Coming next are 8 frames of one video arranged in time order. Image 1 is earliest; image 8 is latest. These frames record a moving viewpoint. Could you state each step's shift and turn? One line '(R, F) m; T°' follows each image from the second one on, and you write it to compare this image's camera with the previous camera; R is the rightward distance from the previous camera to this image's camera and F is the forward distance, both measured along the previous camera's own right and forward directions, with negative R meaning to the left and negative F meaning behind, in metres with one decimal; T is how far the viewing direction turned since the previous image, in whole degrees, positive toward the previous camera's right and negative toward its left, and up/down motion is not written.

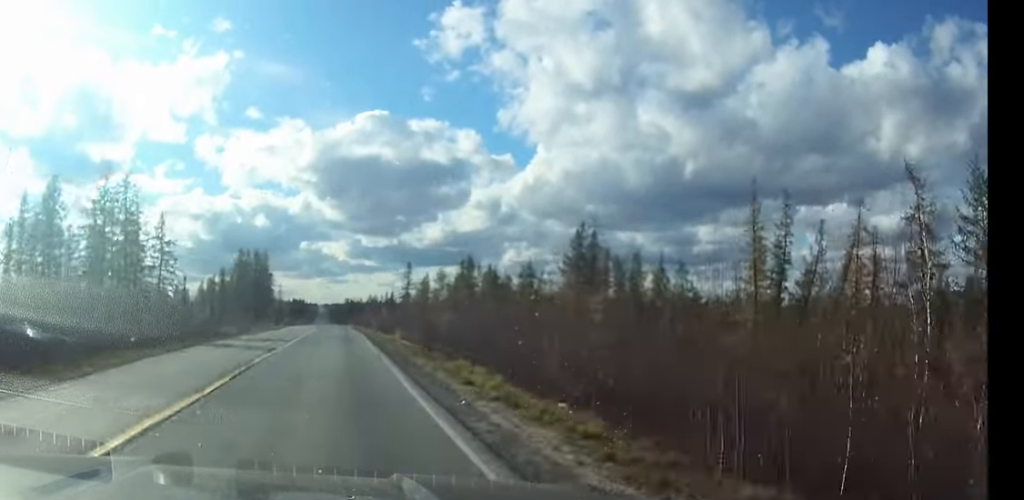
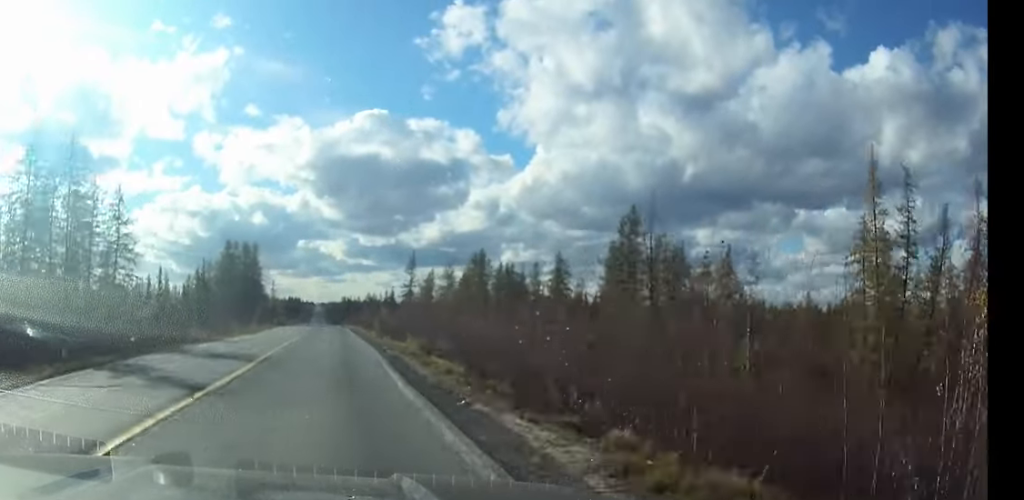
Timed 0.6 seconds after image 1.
(0.0, +12.1) m; 0°
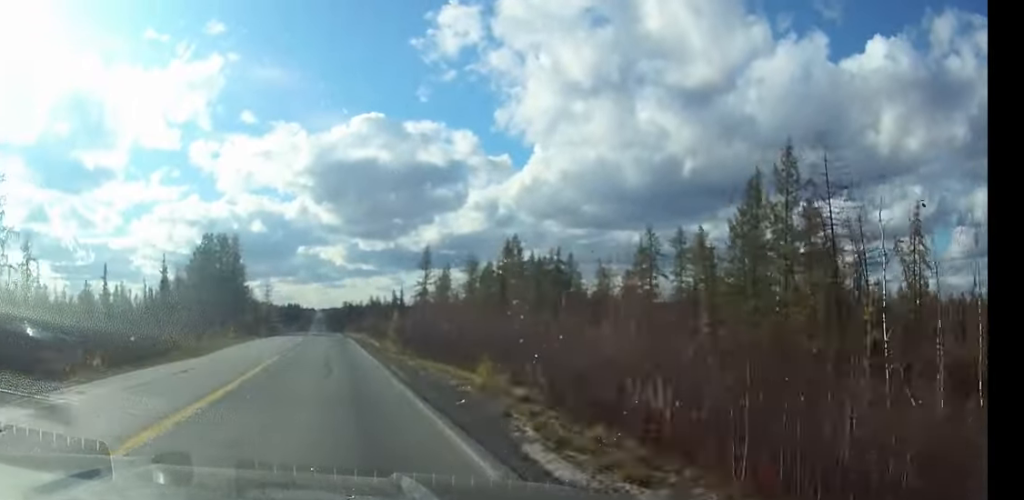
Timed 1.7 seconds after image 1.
(0.0, +21.4) m; 0°
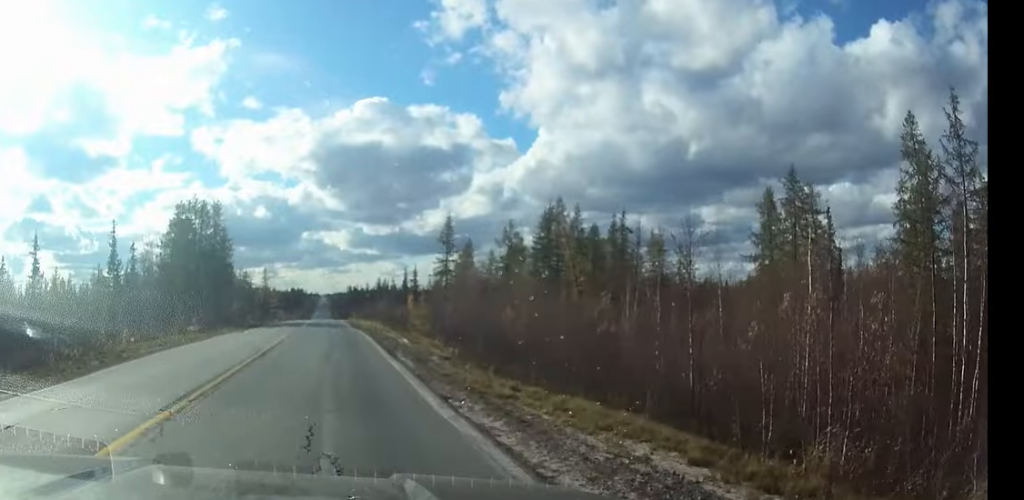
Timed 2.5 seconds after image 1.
(0.0, +17.2) m; 0°
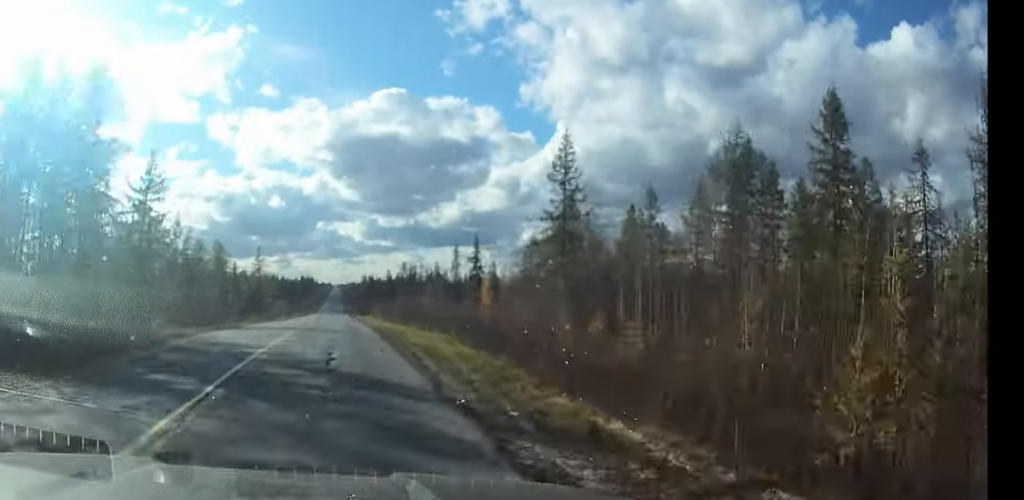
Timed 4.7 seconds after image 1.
(-0.4, +44.0) m; -1°
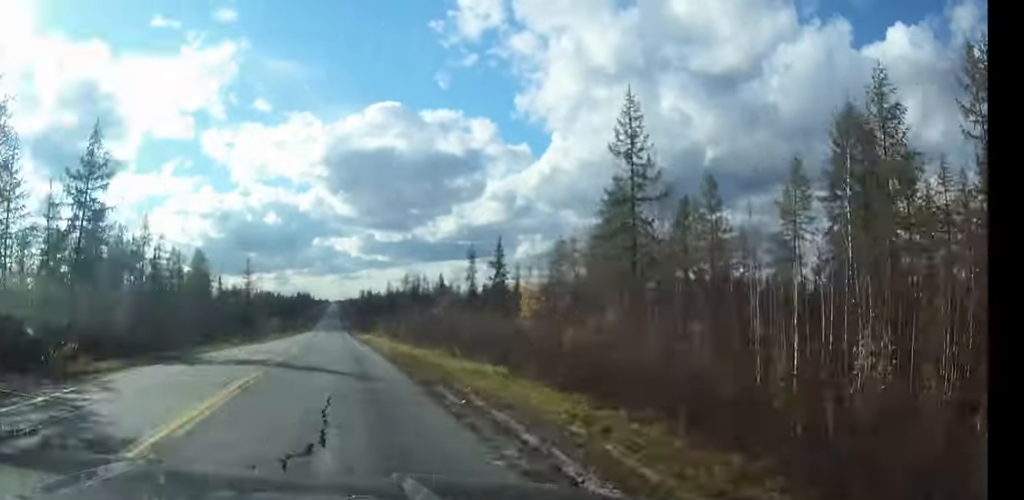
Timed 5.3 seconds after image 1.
(0.0, +13.9) m; 0°
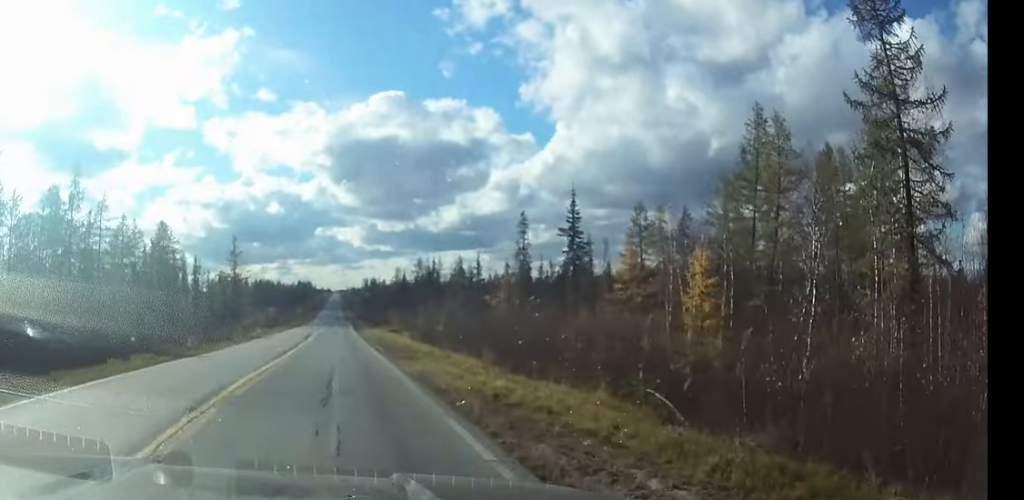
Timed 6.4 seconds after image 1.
(0.0, +22.8) m; 0°
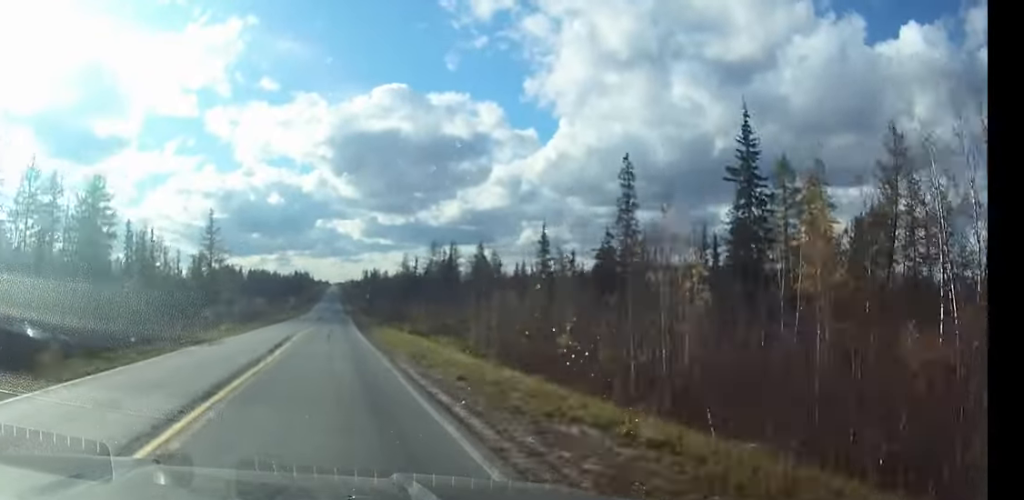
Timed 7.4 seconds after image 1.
(0.0, +22.9) m; 0°
